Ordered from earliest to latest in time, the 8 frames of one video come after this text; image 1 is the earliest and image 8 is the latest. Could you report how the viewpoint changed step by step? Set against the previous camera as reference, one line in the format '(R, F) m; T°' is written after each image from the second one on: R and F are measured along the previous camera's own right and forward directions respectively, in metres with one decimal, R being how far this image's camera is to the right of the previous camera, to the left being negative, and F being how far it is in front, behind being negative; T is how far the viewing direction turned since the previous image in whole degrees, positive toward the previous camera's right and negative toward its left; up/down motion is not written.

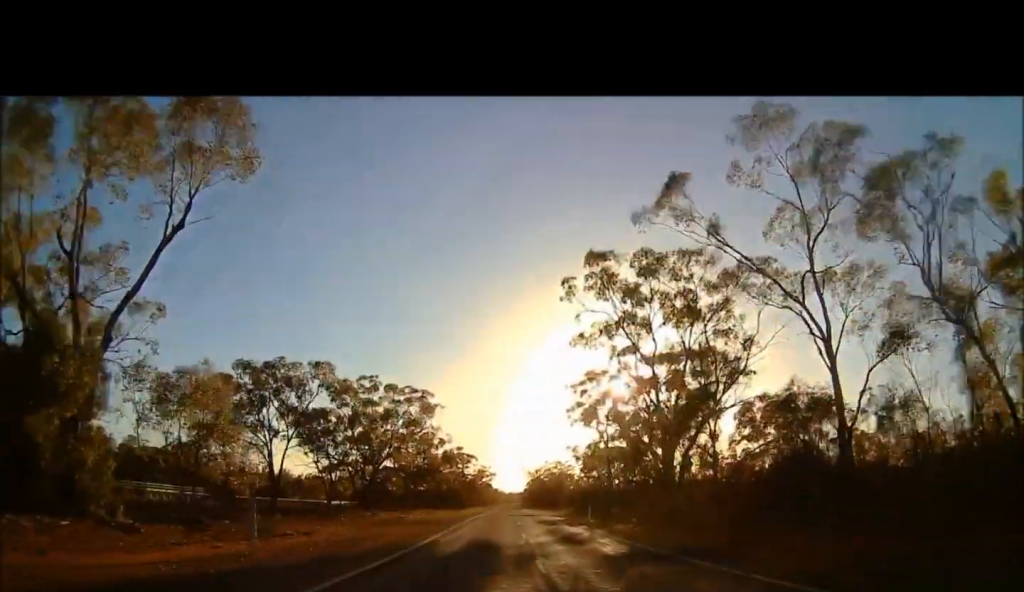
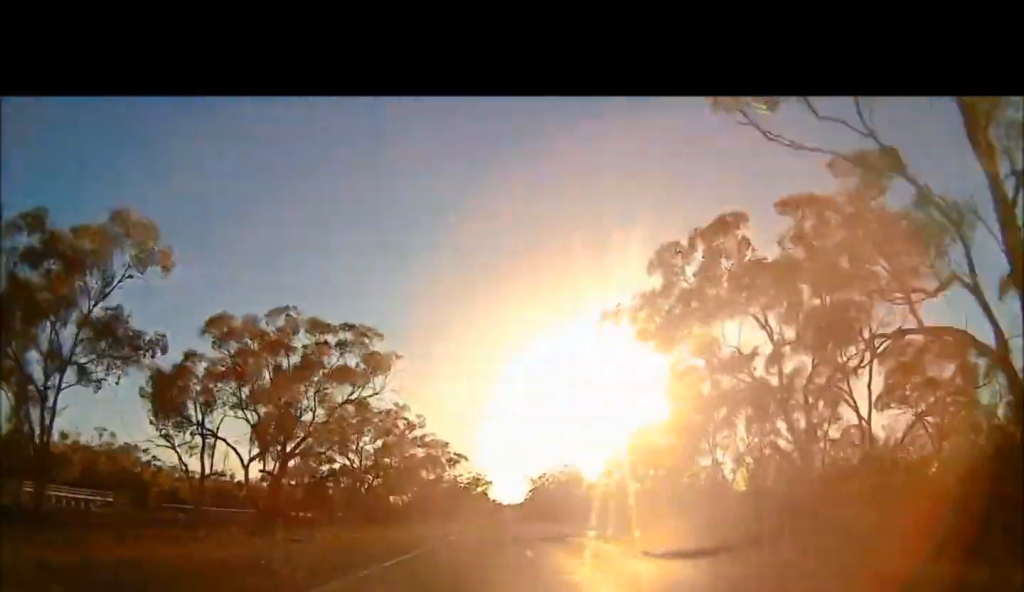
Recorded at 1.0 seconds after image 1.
(-0.1, +29.6) m; 0°
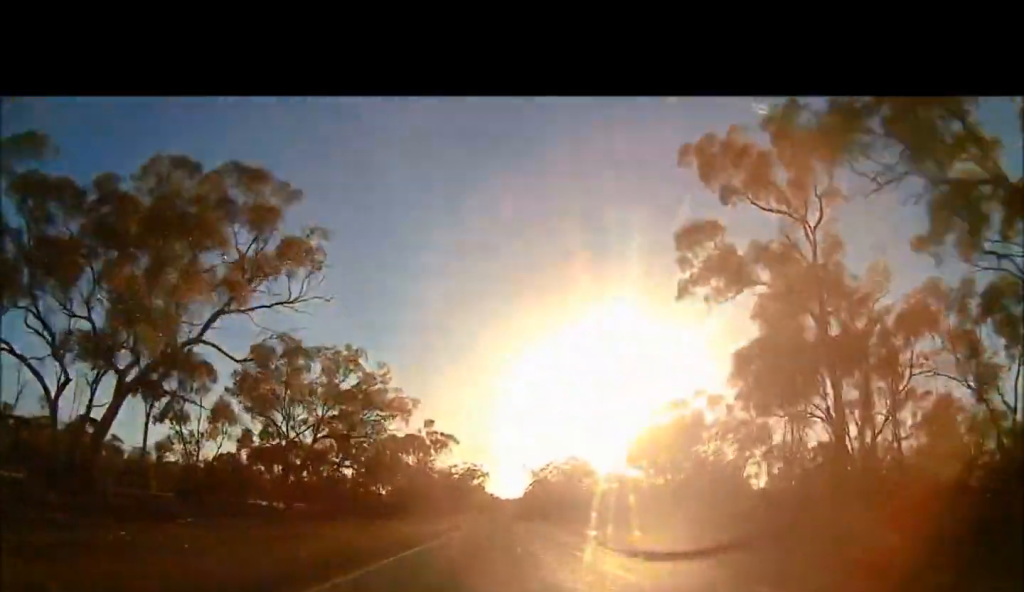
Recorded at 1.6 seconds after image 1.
(0.0, +21.7) m; 0°
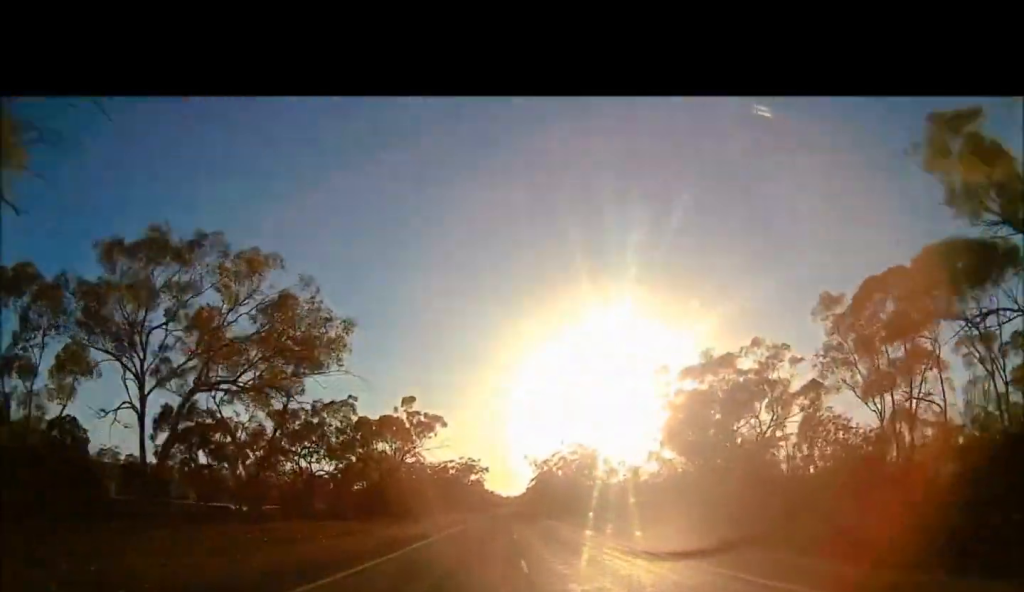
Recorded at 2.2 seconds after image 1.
(0.0, +20.9) m; 0°
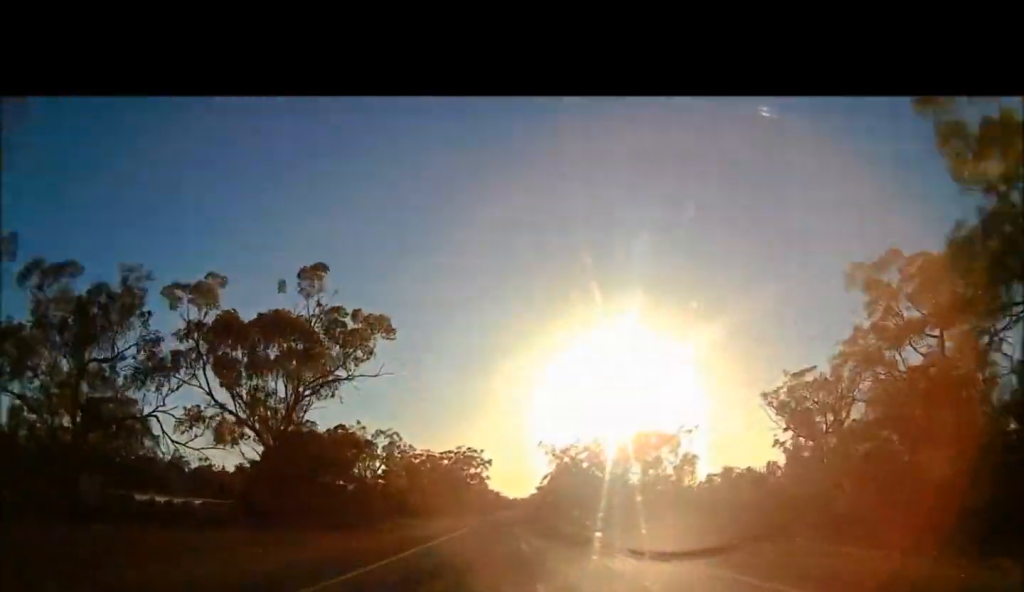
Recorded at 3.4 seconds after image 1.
(0.0, +46.1) m; 0°
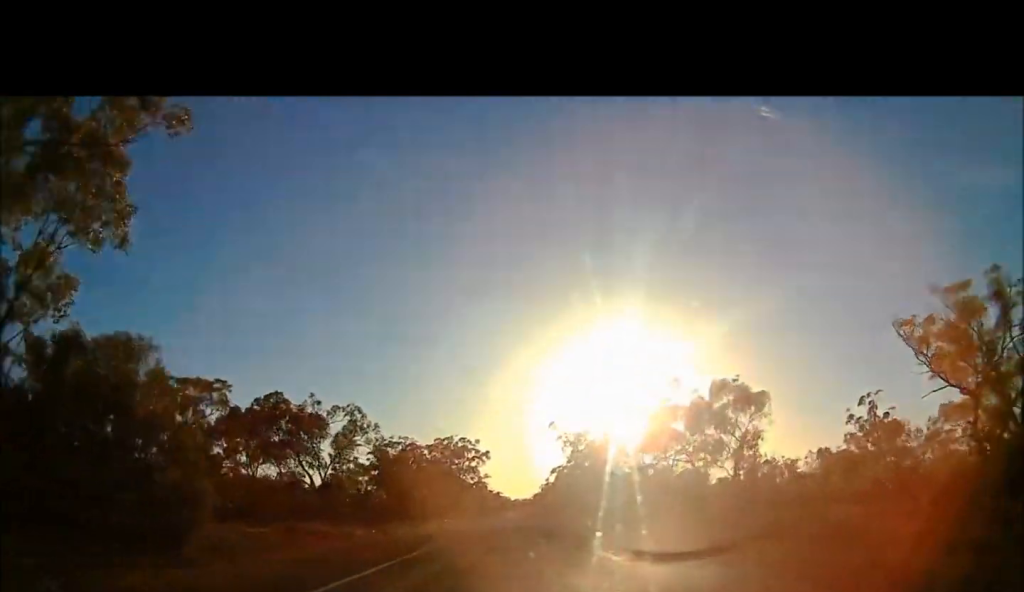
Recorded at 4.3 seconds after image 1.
(0.0, +31.7) m; 0°
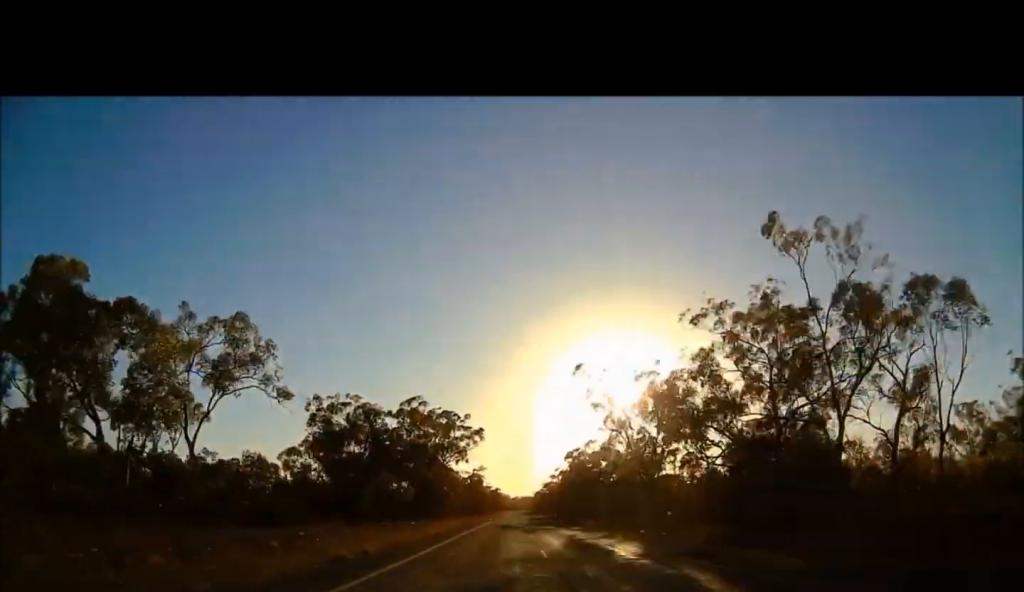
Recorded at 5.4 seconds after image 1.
(0.0, +38.3) m; 0°
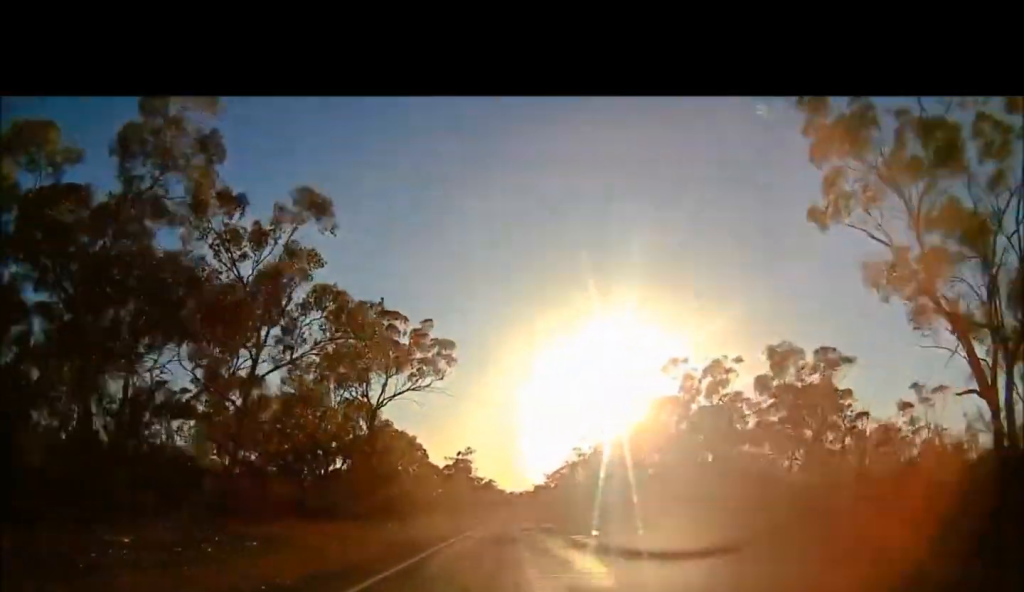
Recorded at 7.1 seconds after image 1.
(0.0, +57.6) m; 0°
